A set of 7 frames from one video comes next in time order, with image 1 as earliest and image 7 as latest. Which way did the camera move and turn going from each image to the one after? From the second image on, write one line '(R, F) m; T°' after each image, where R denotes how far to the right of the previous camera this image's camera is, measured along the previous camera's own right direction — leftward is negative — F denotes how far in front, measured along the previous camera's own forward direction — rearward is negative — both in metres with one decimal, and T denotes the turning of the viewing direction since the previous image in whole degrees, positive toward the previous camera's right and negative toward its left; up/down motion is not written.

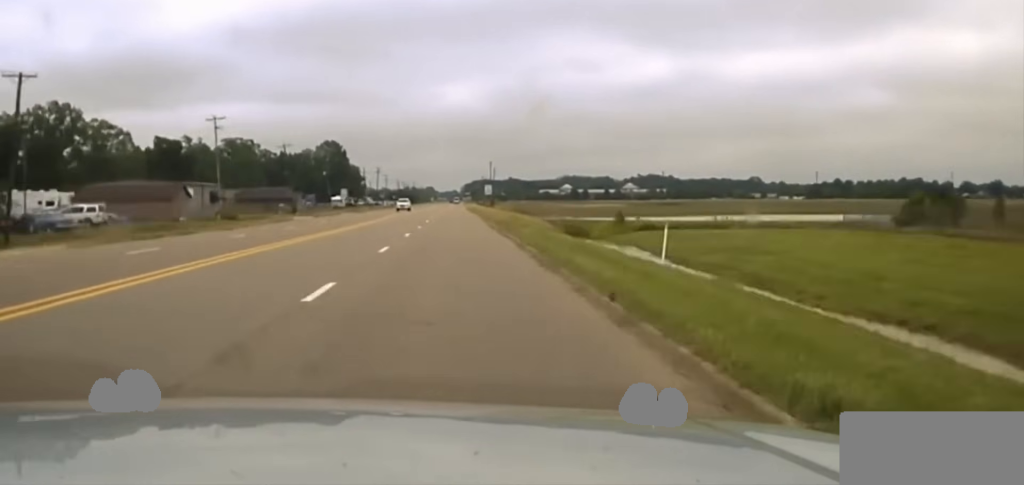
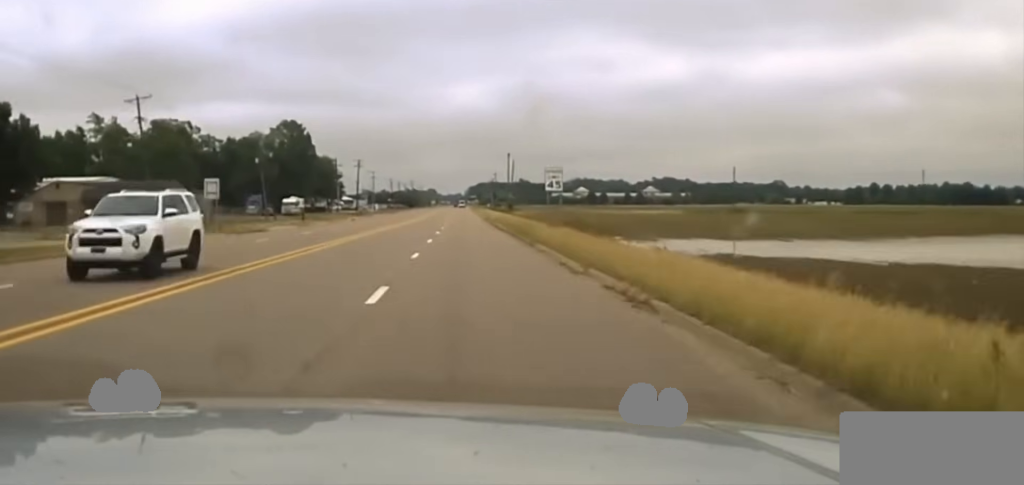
(-0.2, +83.2) m; 0°
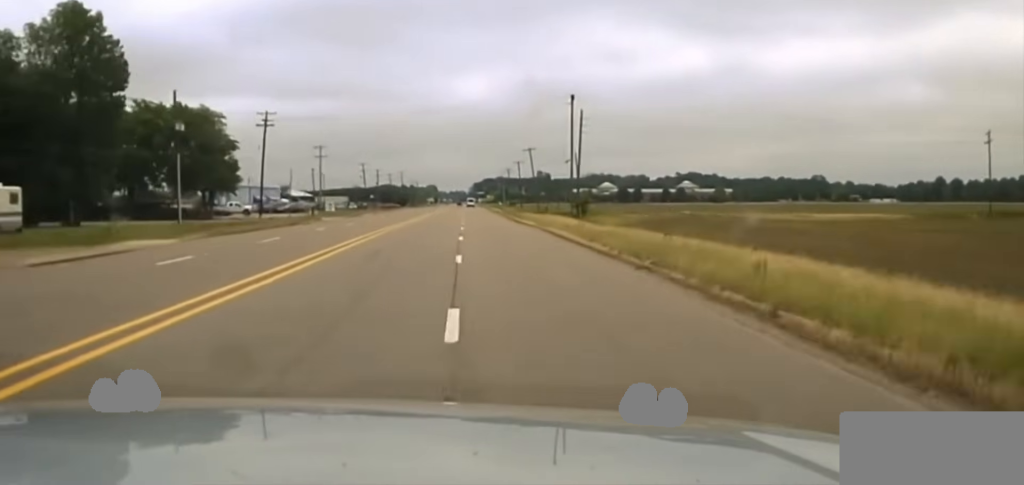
(0.0, +113.4) m; 0°
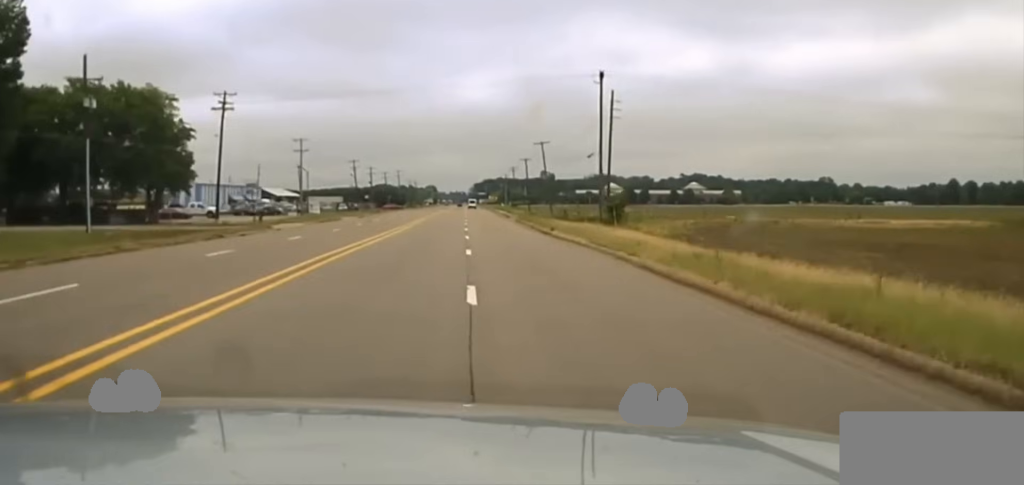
(0.0, +16.6) m; 0°
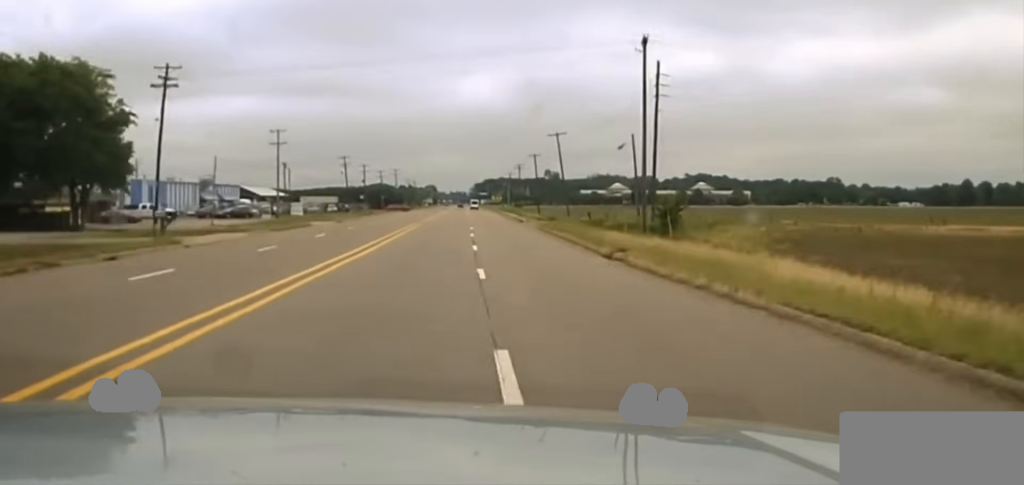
(0.0, +15.5) m; 0°
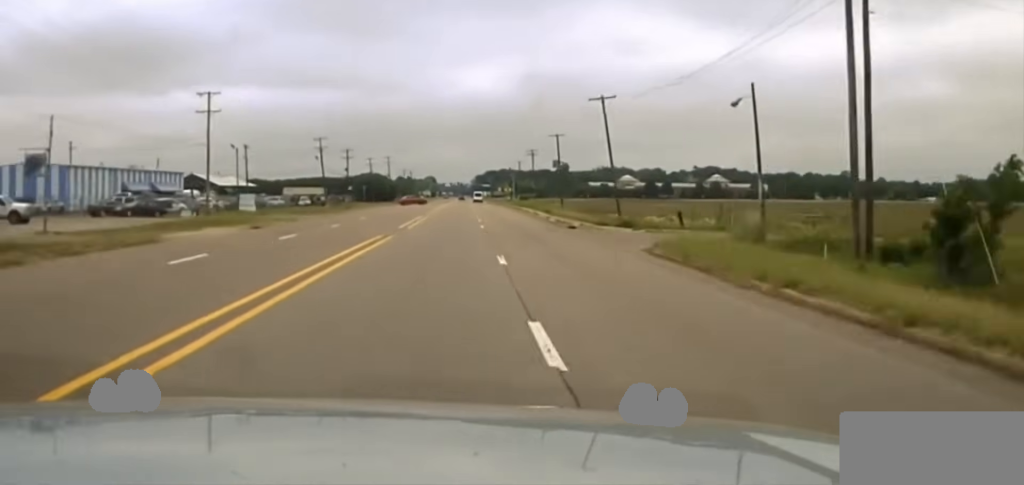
(0.0, +24.4) m; 0°
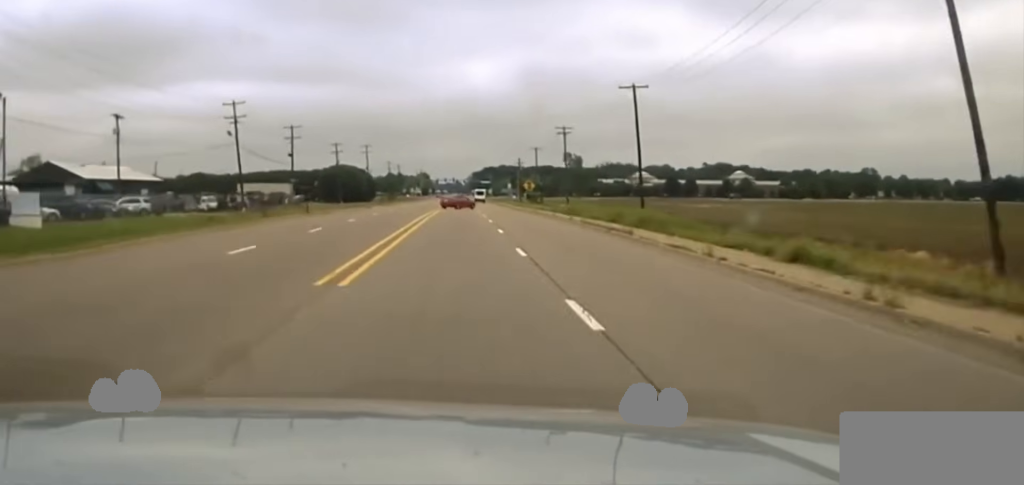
(0.0, +52.2) m; 0°
